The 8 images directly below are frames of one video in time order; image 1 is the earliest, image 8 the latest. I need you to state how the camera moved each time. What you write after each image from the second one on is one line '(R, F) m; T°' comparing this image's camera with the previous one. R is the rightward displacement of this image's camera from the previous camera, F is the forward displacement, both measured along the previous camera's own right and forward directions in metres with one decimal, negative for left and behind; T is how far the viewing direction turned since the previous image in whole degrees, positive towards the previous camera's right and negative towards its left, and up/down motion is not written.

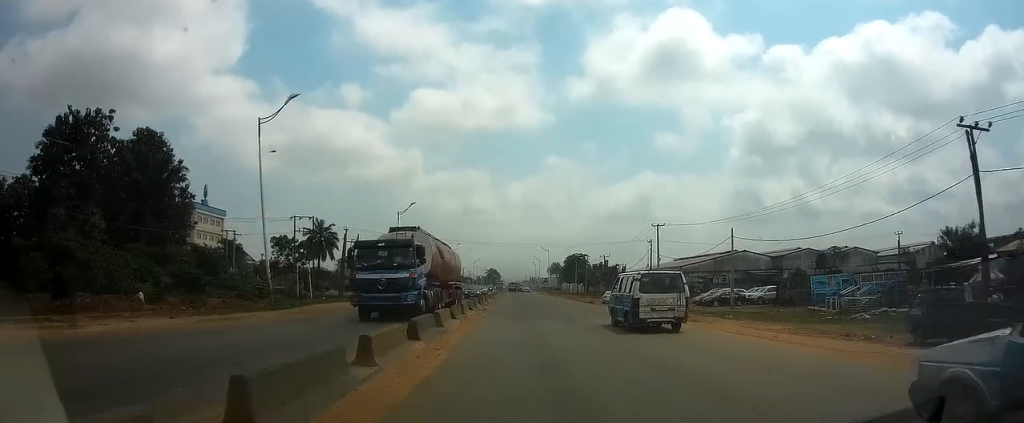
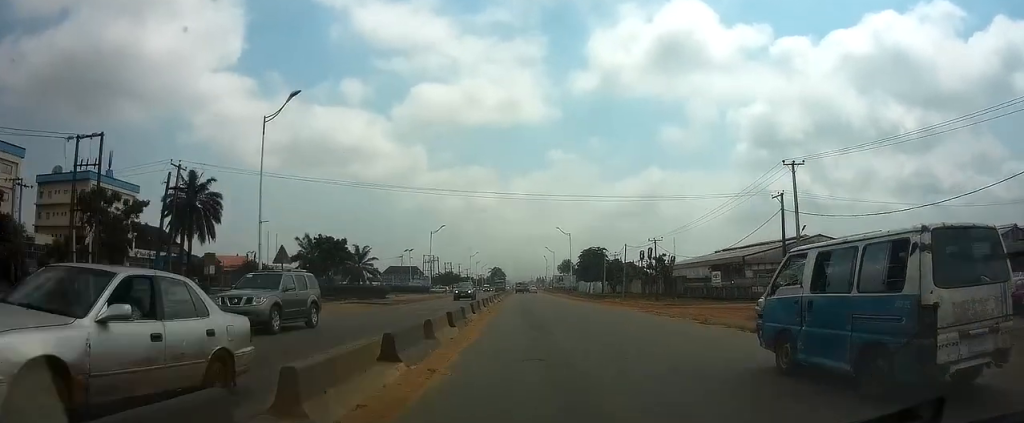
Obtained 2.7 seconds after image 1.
(0.0, +40.2) m; 0°
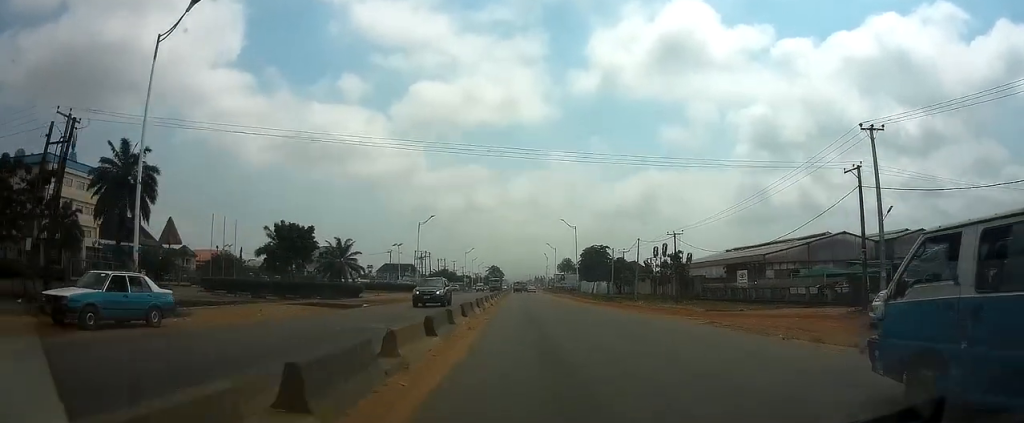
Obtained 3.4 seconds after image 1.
(+0.1, +10.8) m; 0°
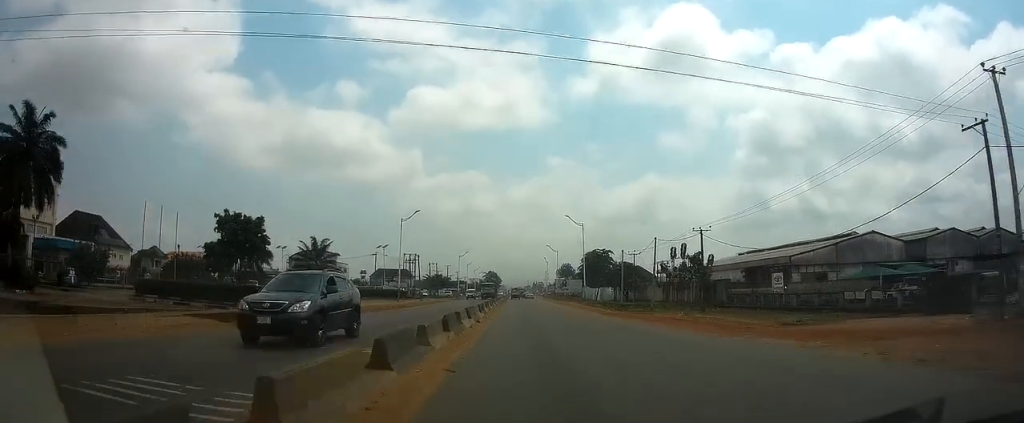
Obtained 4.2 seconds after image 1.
(-0.1, +11.5) m; 0°
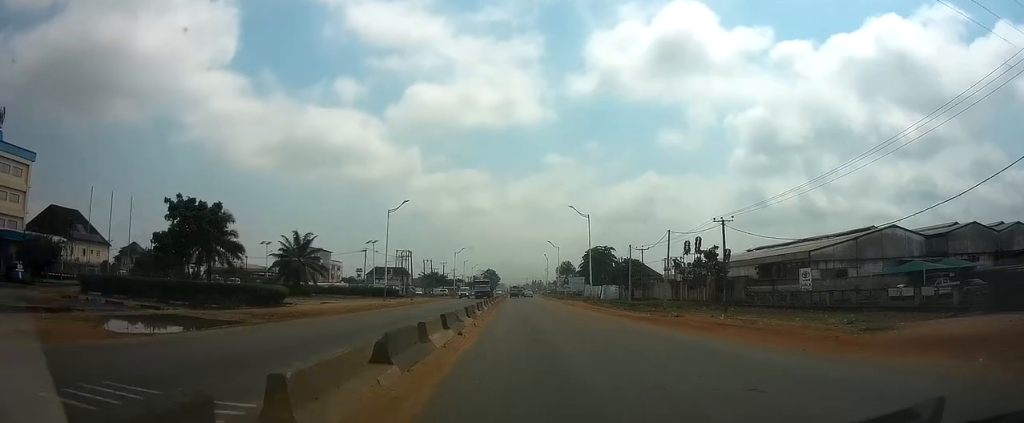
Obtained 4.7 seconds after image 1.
(0.0, +7.3) m; 0°
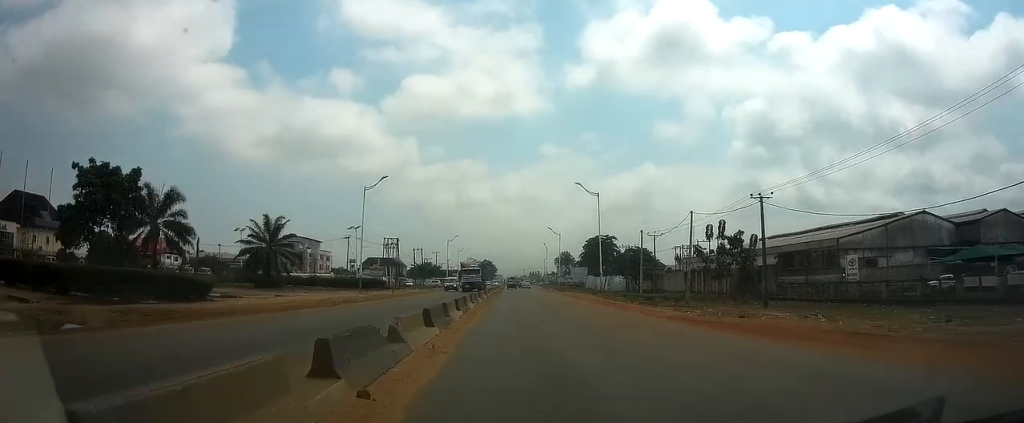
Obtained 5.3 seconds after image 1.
(0.0, +9.7) m; 0°
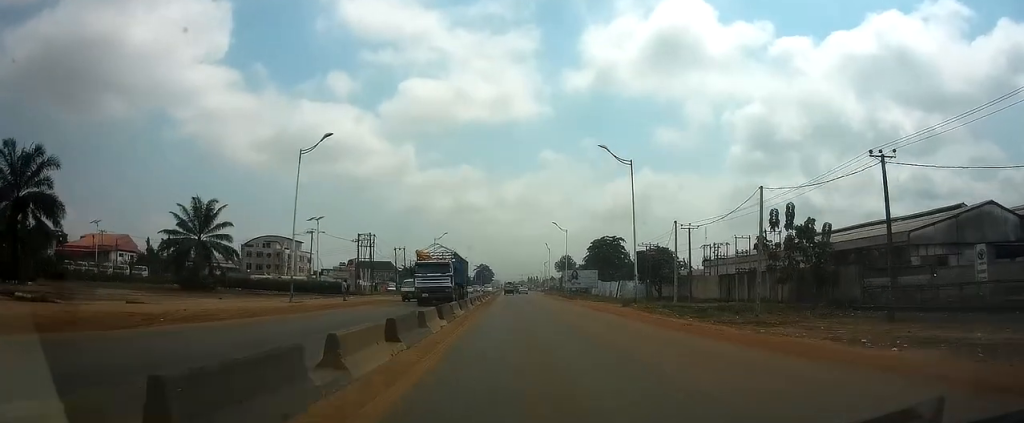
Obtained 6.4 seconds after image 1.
(0.0, +17.2) m; +1°
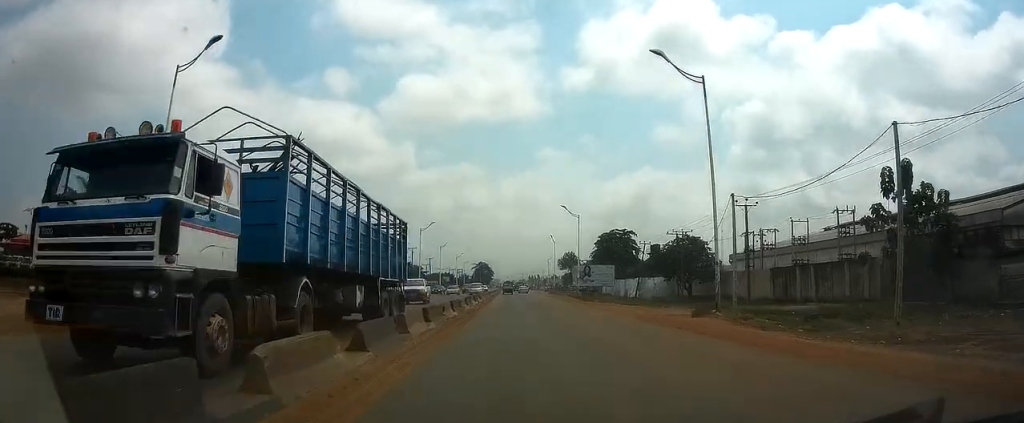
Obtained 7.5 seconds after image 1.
(+0.2, +16.5) m; 0°
